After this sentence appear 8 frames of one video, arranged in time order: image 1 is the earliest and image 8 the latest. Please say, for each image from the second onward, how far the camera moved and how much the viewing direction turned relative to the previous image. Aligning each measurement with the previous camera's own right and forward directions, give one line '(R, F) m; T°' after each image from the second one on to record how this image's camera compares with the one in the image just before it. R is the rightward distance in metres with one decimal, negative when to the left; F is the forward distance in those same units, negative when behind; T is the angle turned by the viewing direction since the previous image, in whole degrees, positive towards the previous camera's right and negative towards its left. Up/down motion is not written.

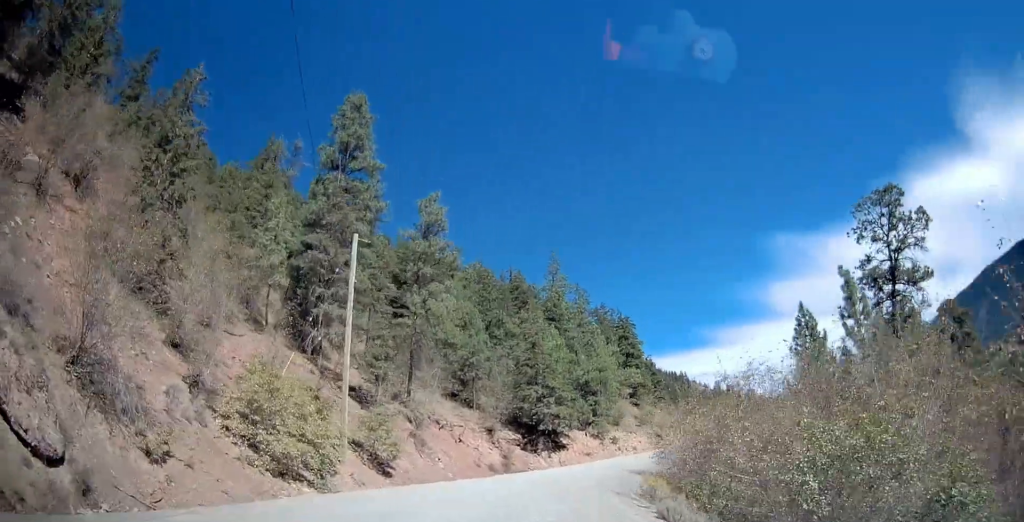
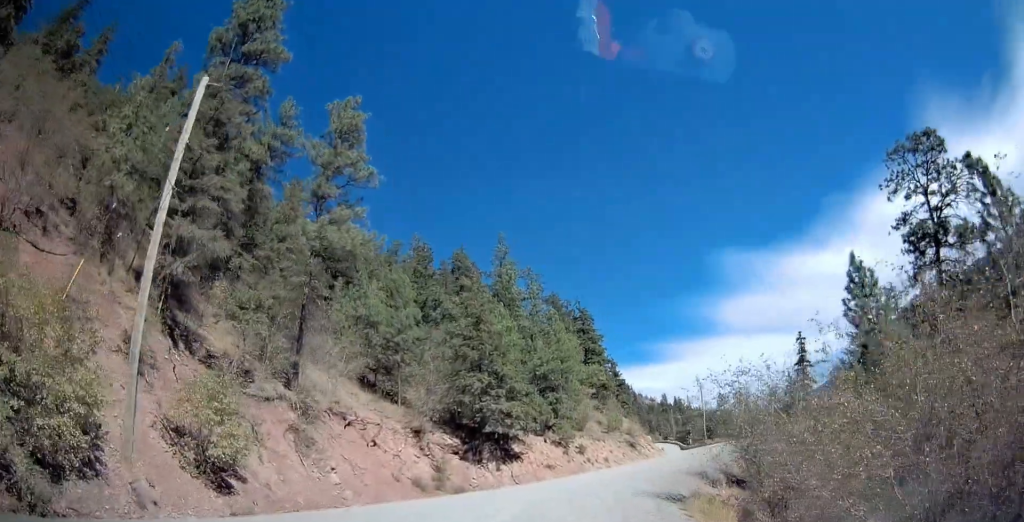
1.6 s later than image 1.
(+1.0, +14.9) m; +5°
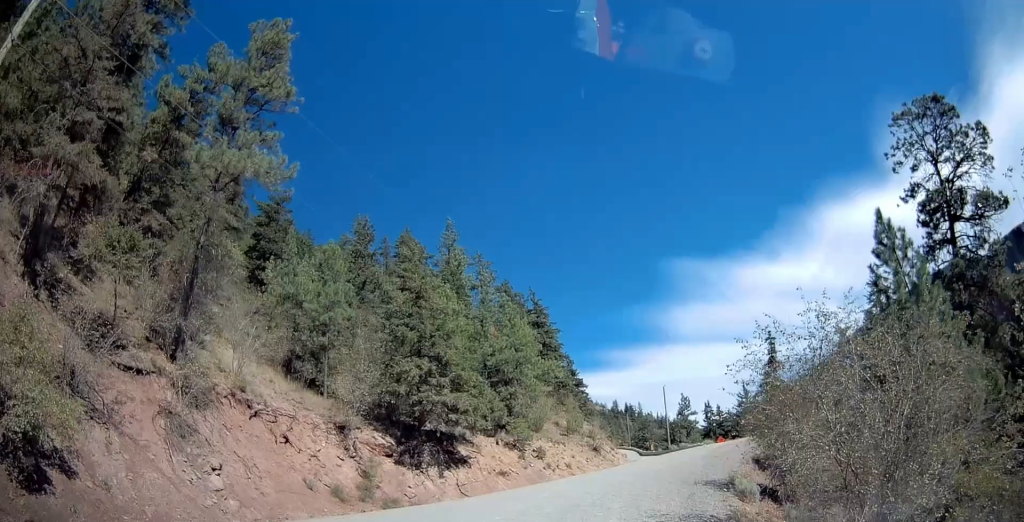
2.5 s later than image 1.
(+0.2, +7.8) m; +5°
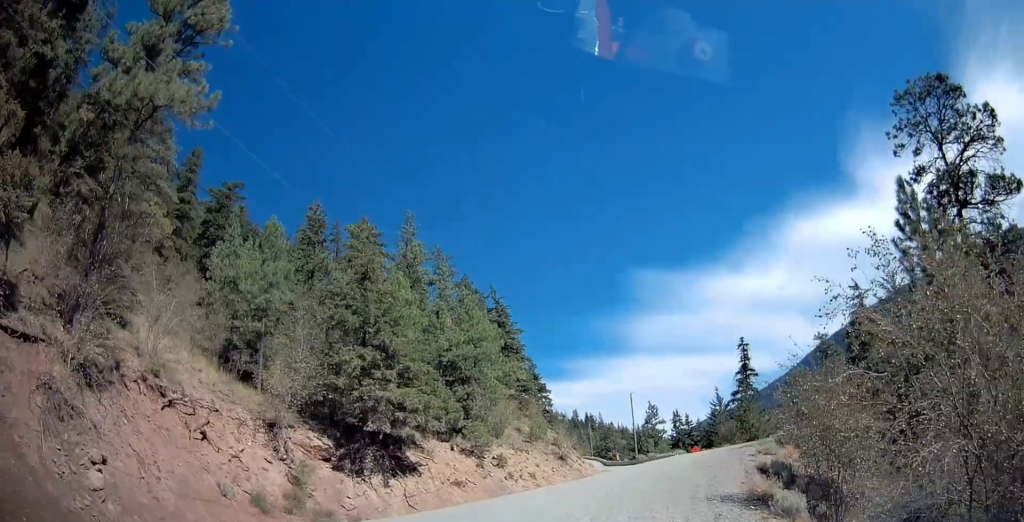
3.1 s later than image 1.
(+0.1, +5.3) m; +5°
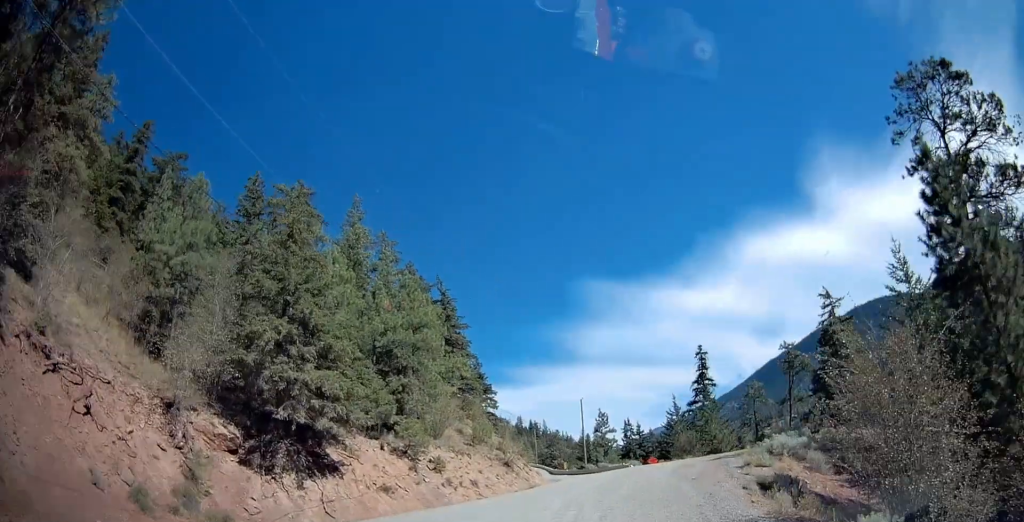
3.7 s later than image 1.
(+0.2, +5.4) m; +7°
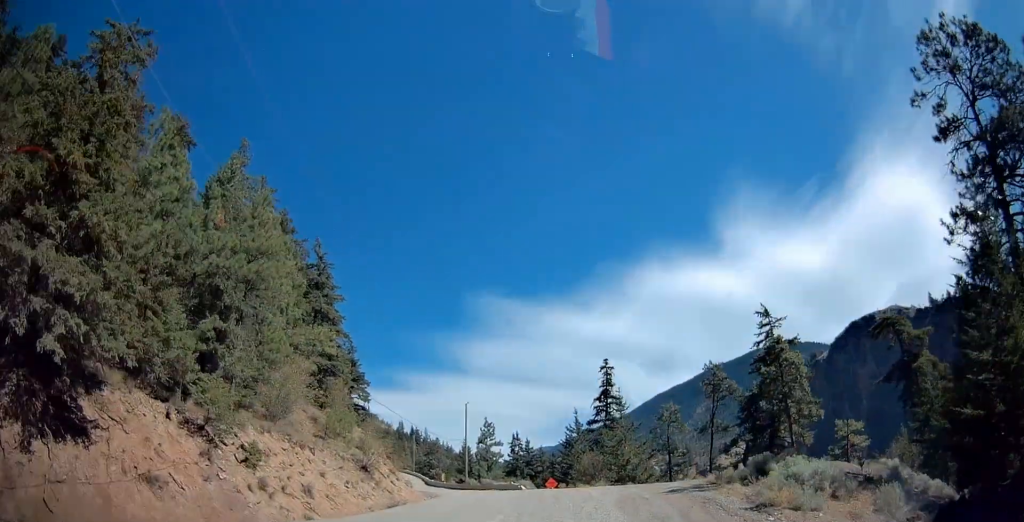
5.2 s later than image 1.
(+1.8, +11.9) m; +12°
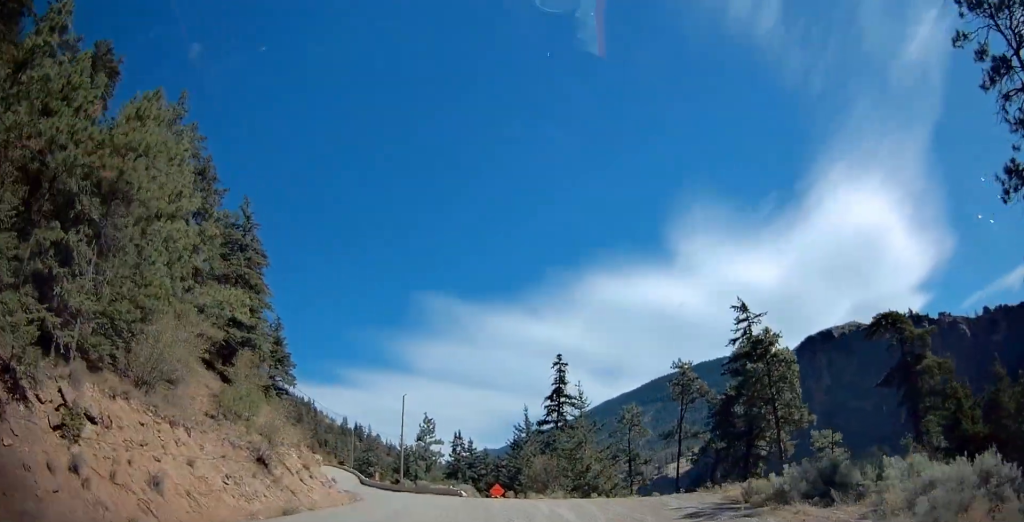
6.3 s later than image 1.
(+0.2, +8.2) m; +4°
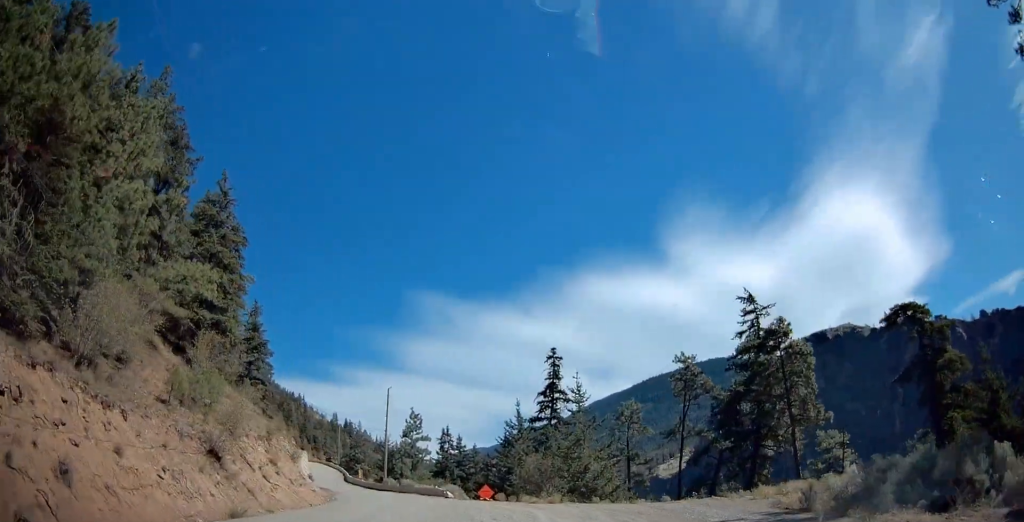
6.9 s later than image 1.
(-0.1, +4.1) m; +3°
